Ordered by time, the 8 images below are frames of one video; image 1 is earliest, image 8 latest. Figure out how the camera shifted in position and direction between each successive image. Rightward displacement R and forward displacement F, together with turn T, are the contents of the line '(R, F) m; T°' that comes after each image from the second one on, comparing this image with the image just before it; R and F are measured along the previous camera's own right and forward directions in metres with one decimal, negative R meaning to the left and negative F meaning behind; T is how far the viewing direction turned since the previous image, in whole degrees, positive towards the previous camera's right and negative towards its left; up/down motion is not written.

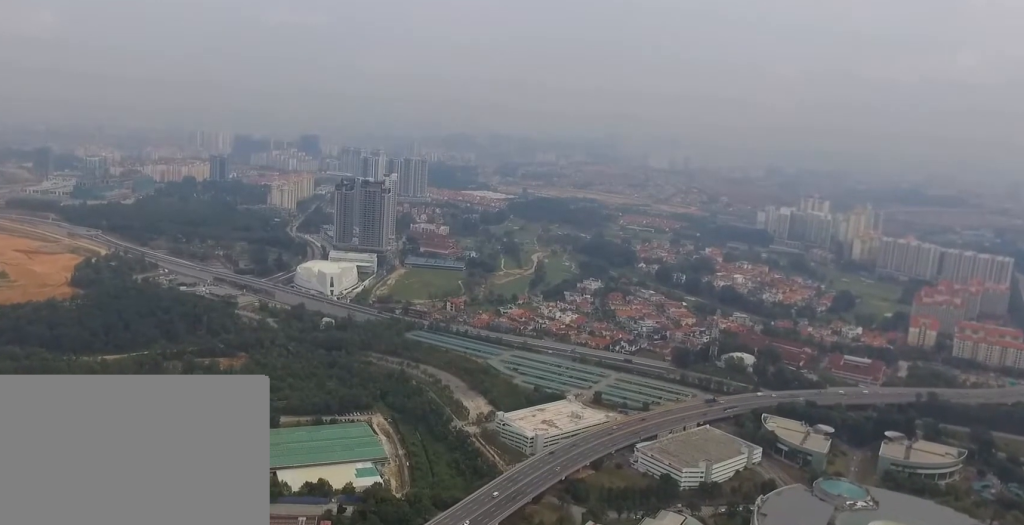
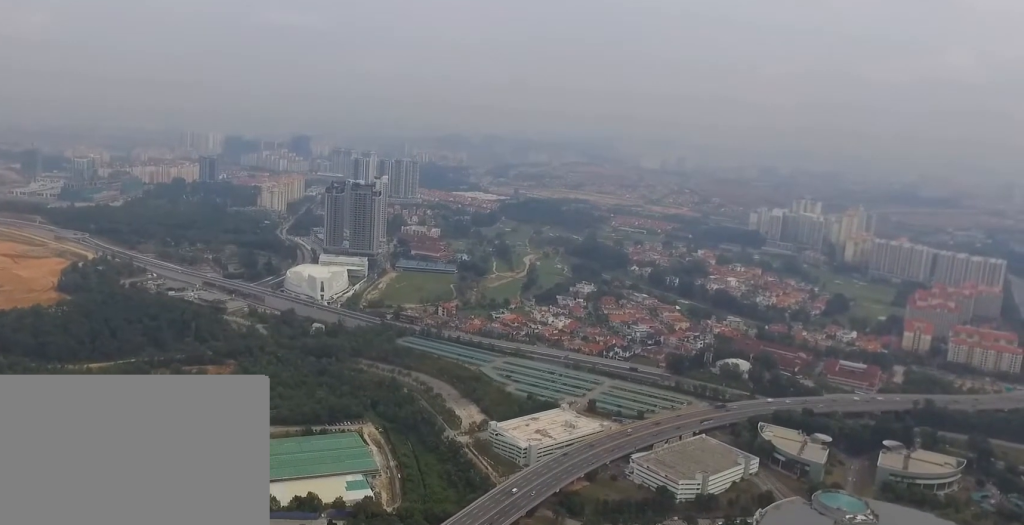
(0.0, +12.1) m; 0°
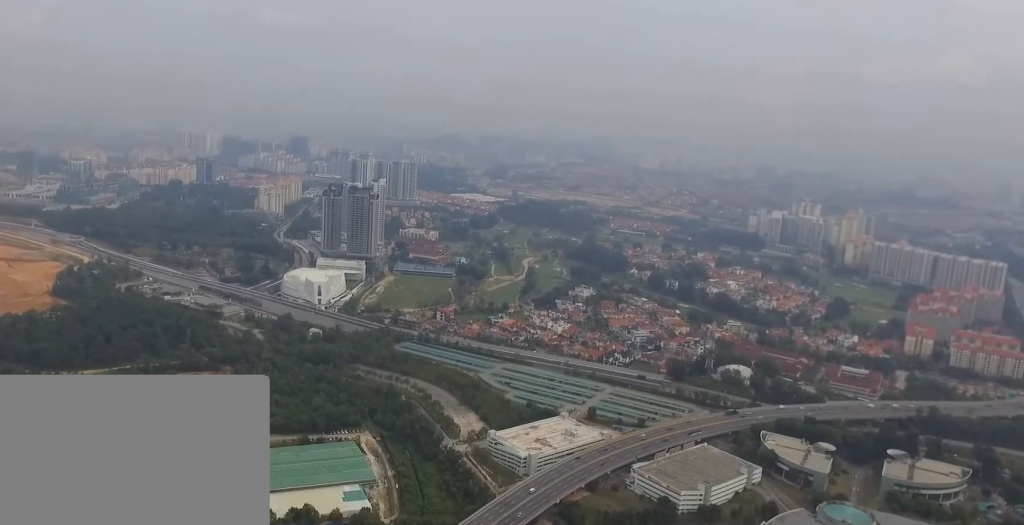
(0.0, +9.6) m; 0°
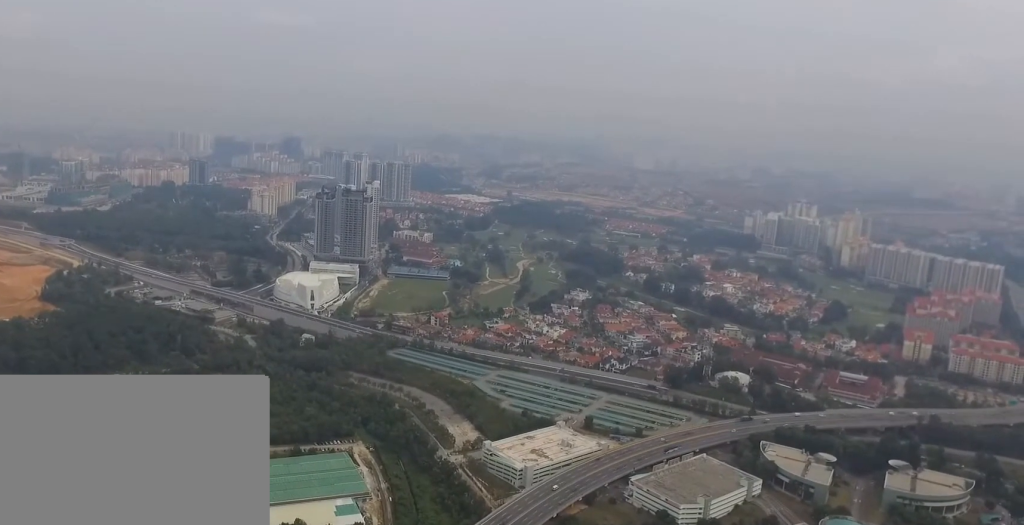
(0.0, +13.3) m; 0°
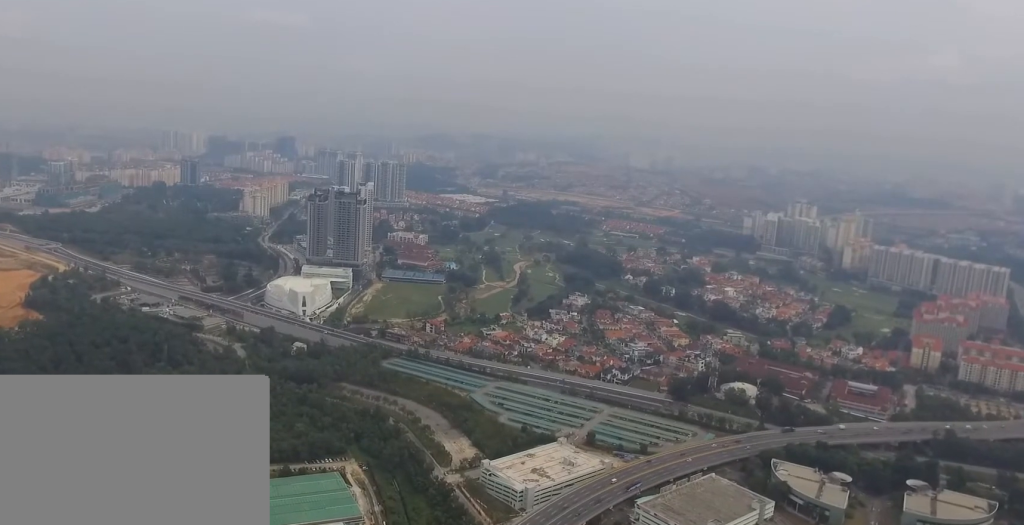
(-0.1, +29.0) m; 0°
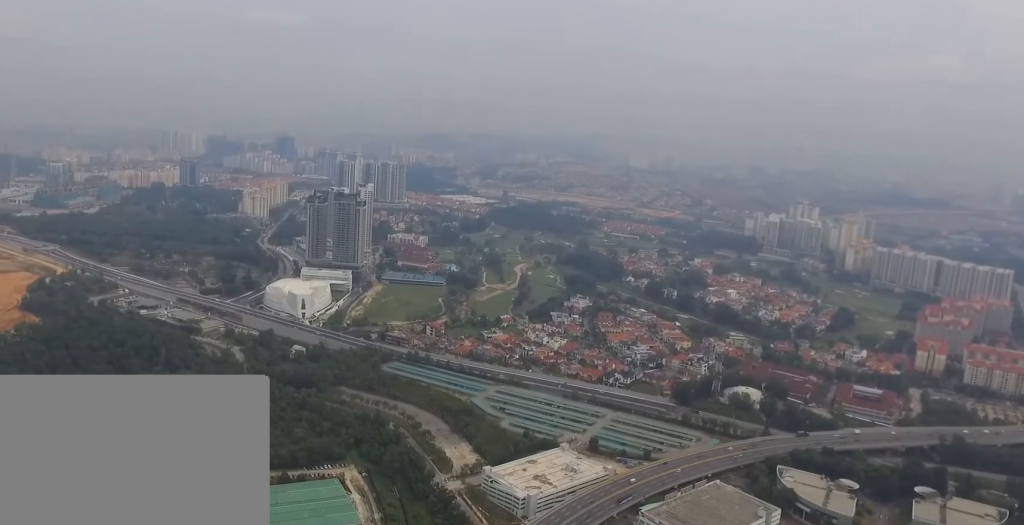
(0.0, +6.8) m; 0°
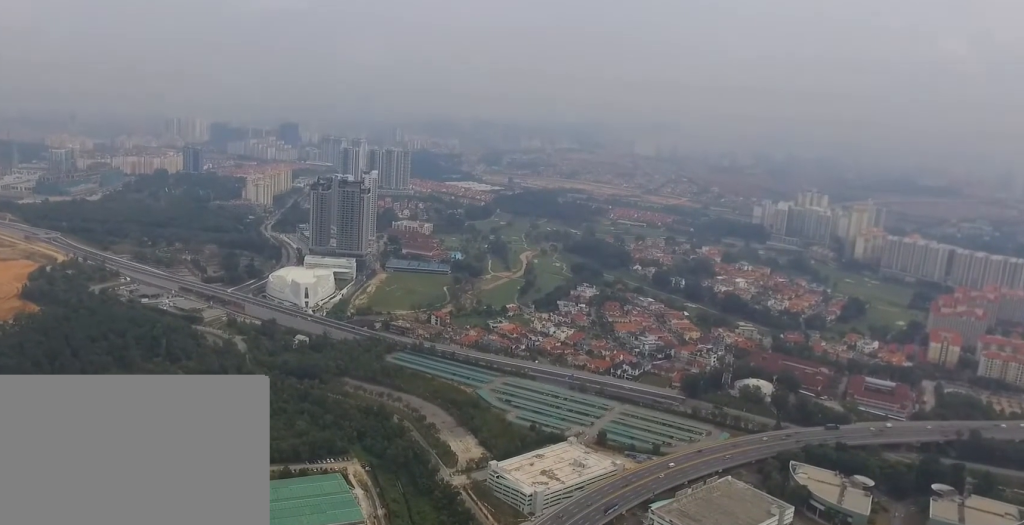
(0.0, +12.4) m; -1°
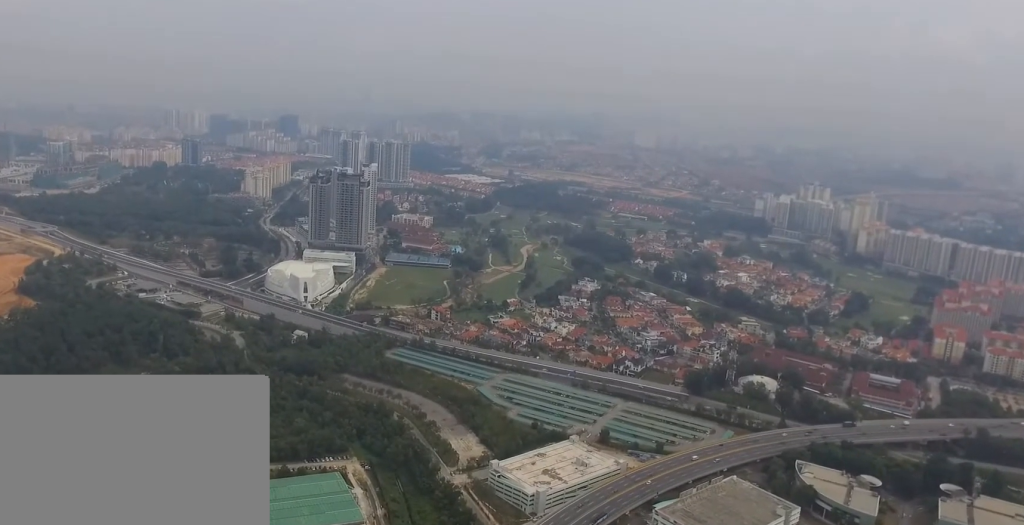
(-0.1, +7.2) m; 0°
